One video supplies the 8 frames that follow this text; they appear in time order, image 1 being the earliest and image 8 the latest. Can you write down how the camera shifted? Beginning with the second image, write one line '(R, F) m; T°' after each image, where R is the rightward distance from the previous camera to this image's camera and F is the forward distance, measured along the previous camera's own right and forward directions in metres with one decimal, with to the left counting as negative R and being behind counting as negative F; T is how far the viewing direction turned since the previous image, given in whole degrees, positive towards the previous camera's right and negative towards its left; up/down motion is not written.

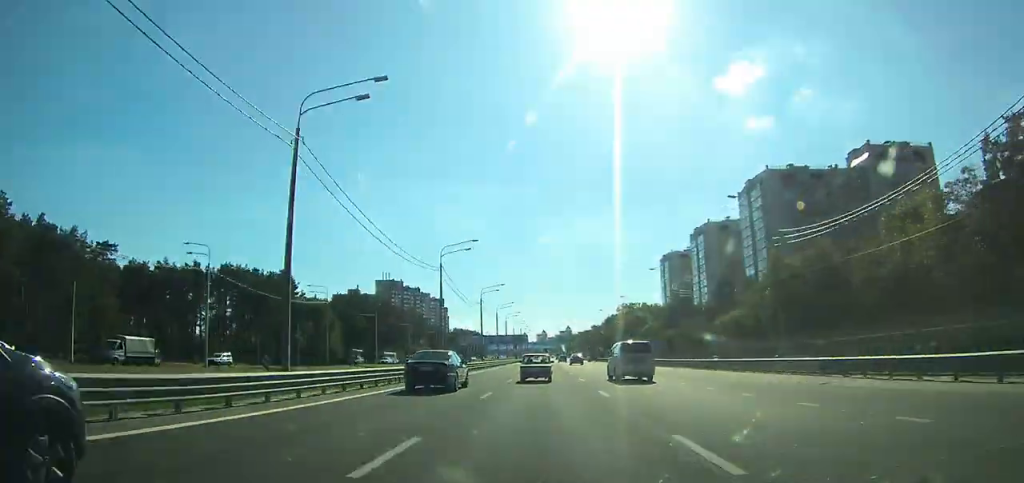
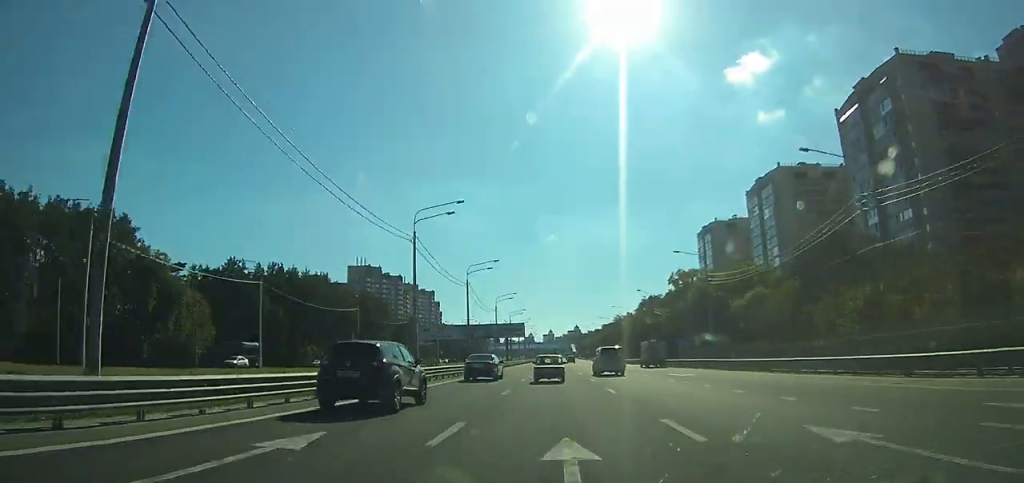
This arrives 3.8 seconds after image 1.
(-0.7, +70.7) m; -1°
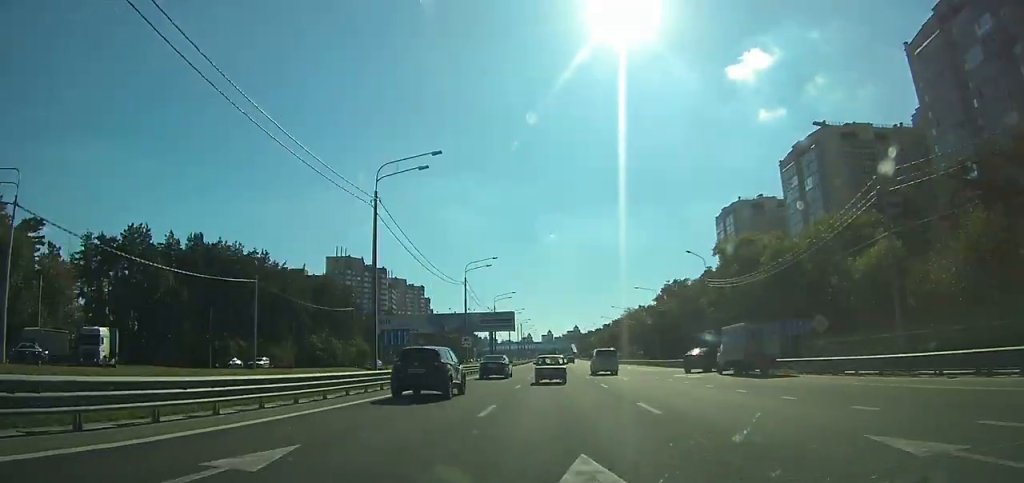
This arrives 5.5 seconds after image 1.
(-0.1, +31.3) m; 0°
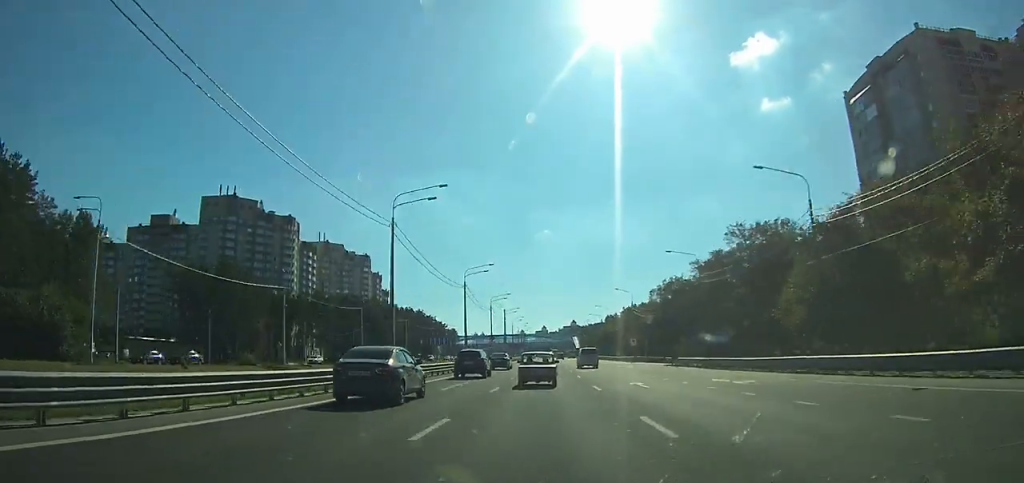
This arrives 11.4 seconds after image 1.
(+1.1, +109.2) m; +1°
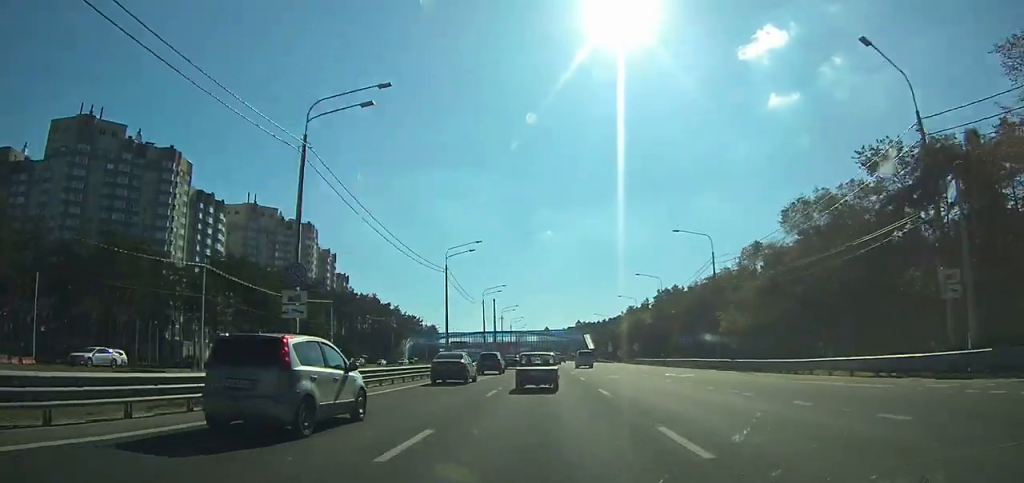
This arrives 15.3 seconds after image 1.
(-0.1, +75.4) m; 0°
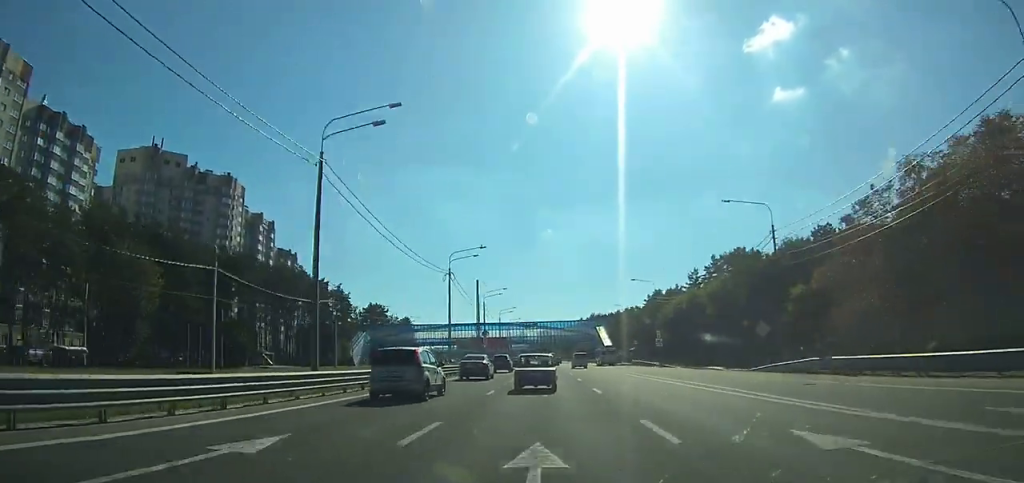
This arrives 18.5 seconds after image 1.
(-0.3, +60.3) m; 0°
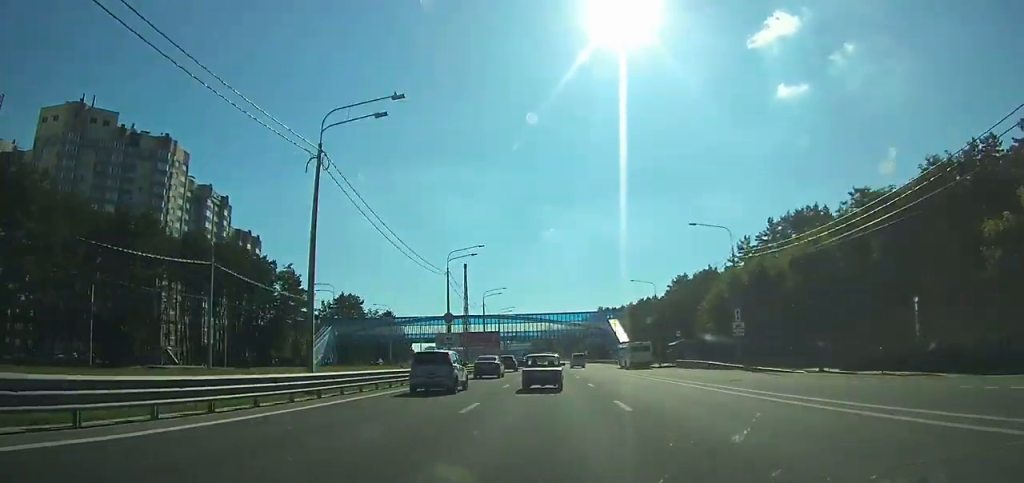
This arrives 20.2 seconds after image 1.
(0.0, +31.2) m; 0°
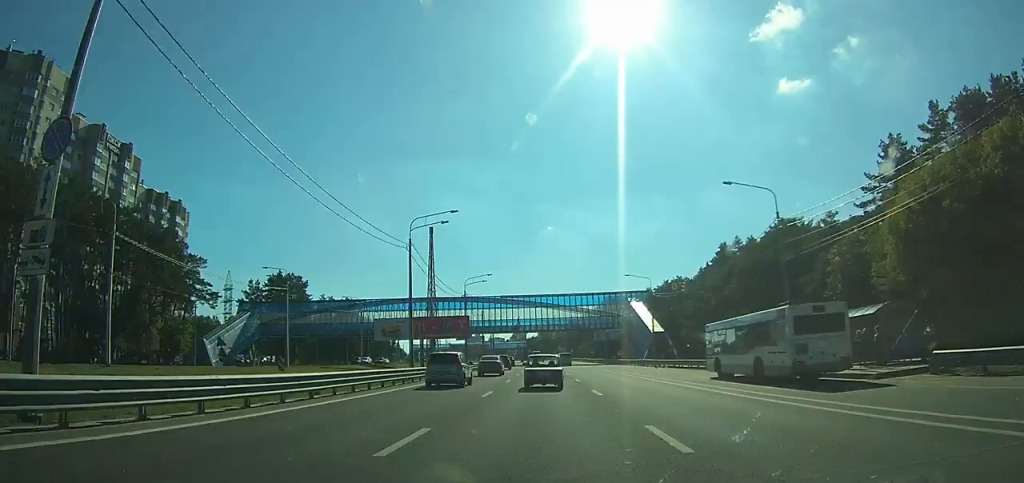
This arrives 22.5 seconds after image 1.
(0.0, +41.5) m; 0°
